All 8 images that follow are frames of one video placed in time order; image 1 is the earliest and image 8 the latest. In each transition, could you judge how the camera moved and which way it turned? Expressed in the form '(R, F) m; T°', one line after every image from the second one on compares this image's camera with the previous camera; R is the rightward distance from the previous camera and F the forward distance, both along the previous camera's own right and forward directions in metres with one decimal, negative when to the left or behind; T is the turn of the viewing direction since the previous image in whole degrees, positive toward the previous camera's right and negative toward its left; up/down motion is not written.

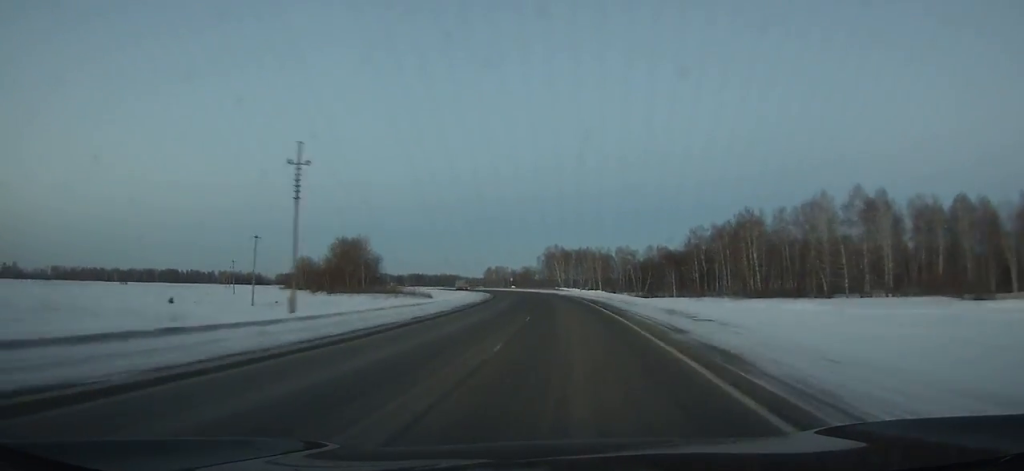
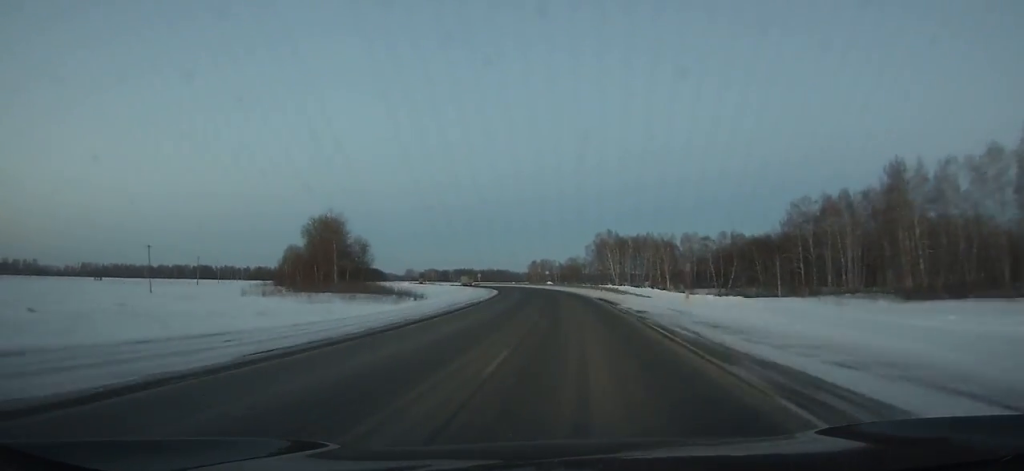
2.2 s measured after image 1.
(-2.6, +50.2) m; -5°
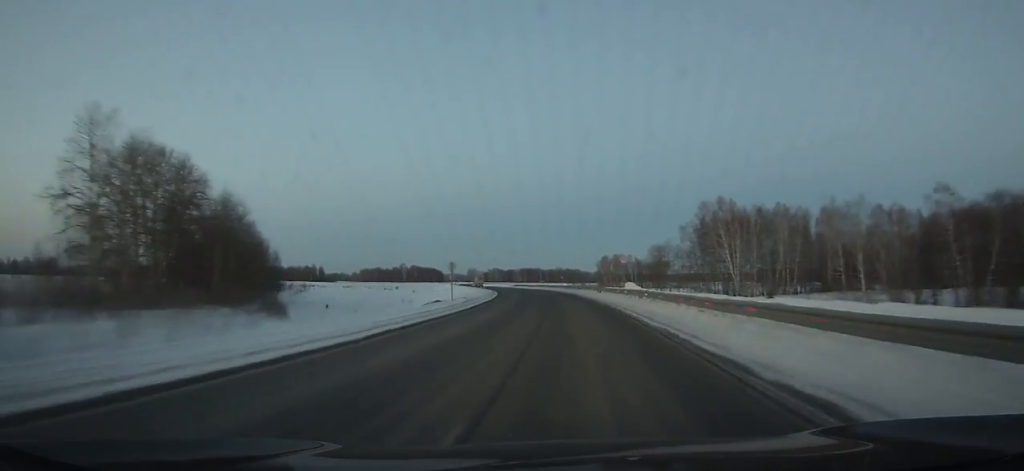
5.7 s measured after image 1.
(-5.5, +80.8) m; -8°
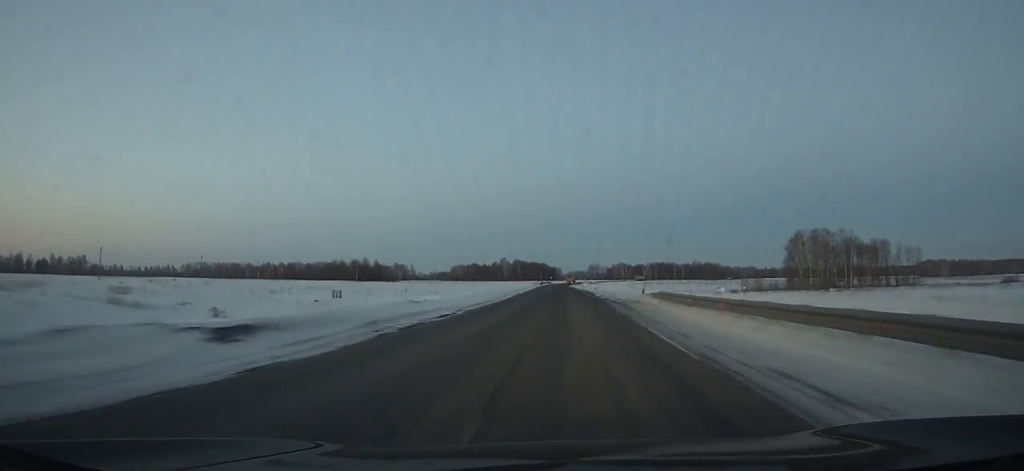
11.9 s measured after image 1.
(-15.0, +145.5) m; -10°
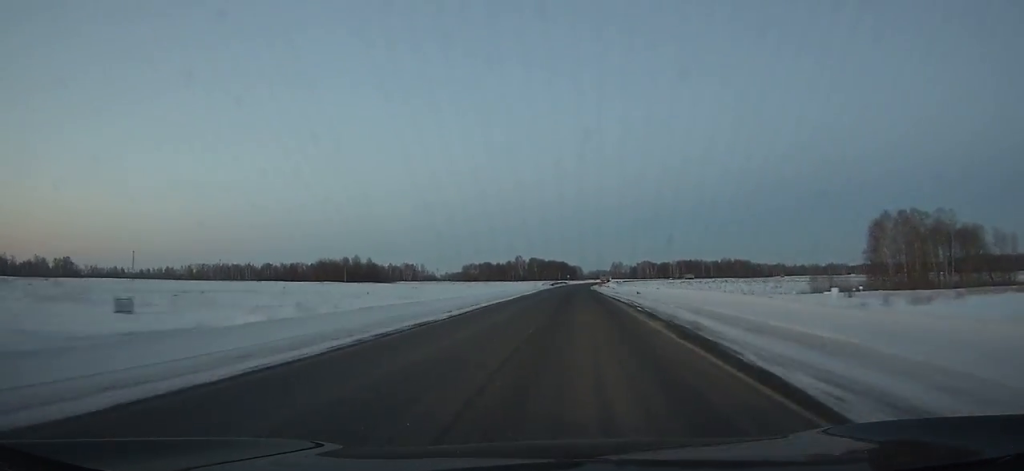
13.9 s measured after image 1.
(-1.1, +47.5) m; -1°
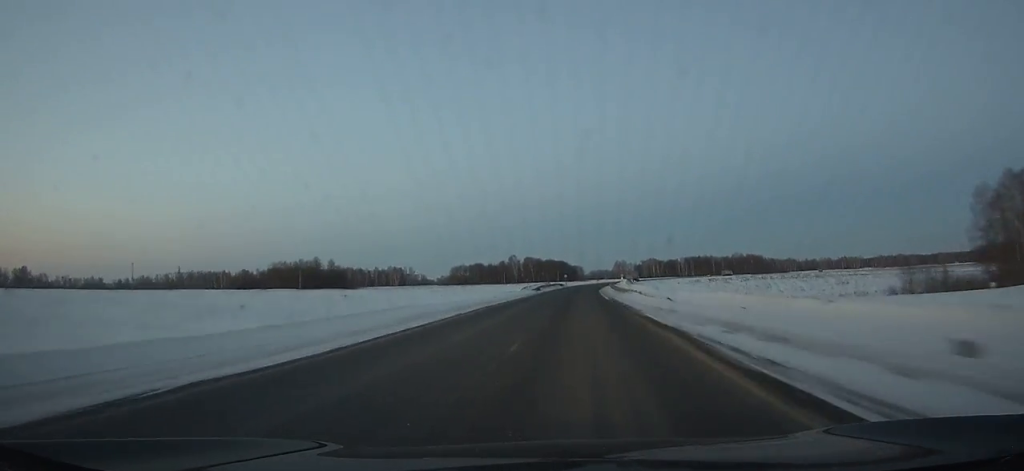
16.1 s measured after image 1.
(-0.5, +52.1) m; 0°
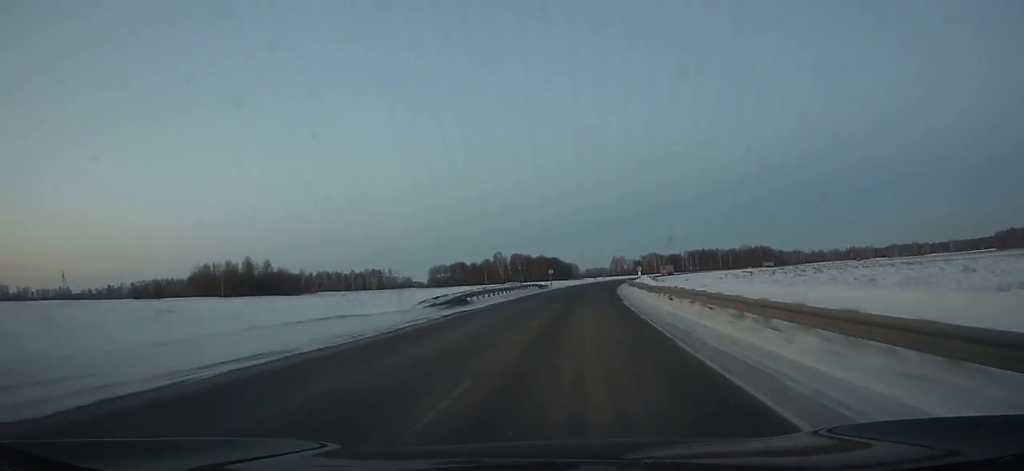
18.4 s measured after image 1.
(0.0, +54.1) m; +1°
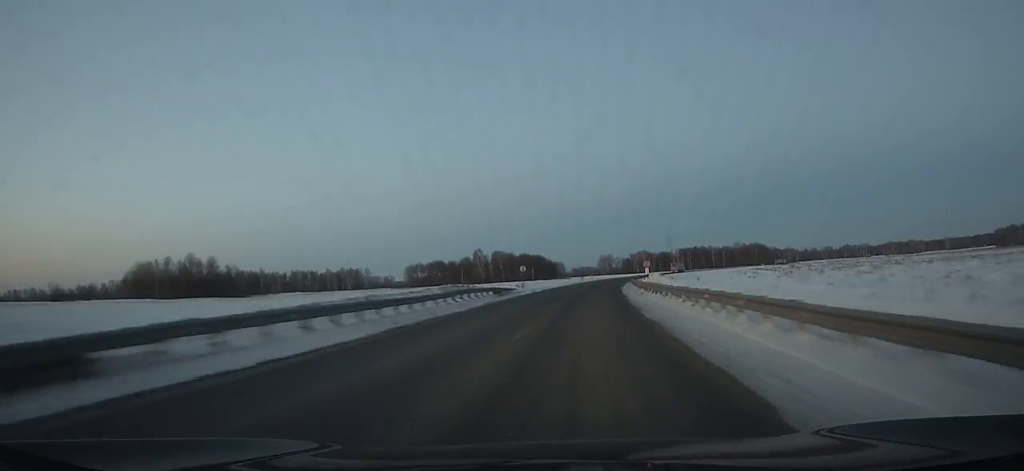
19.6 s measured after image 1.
(0.0, +27.9) m; +1°
